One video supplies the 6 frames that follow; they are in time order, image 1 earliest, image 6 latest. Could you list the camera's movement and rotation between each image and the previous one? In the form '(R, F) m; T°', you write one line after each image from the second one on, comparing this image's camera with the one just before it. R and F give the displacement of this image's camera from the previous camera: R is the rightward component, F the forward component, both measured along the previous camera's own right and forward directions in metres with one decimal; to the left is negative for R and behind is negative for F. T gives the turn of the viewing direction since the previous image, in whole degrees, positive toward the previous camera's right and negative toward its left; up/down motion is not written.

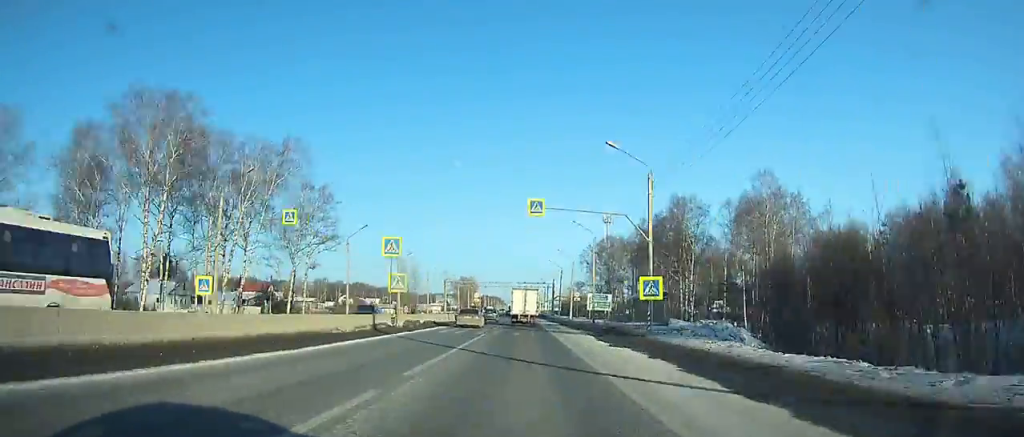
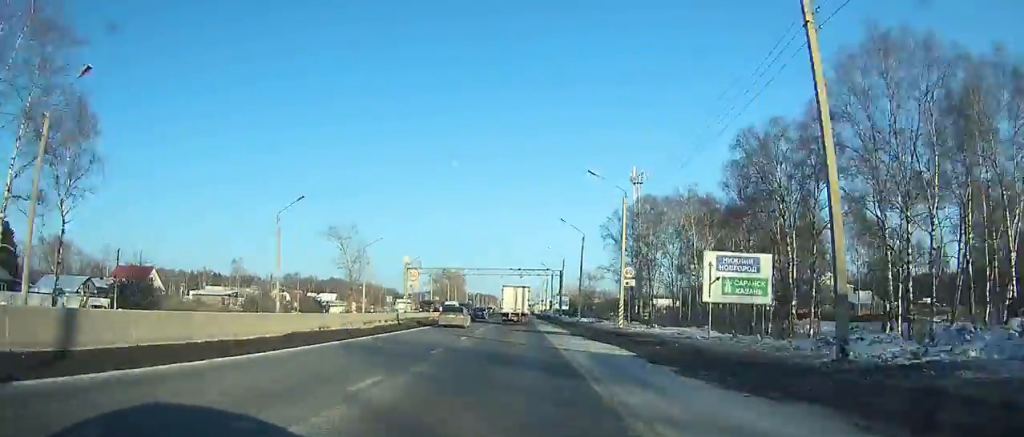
(-0.3, +51.1) m; 0°
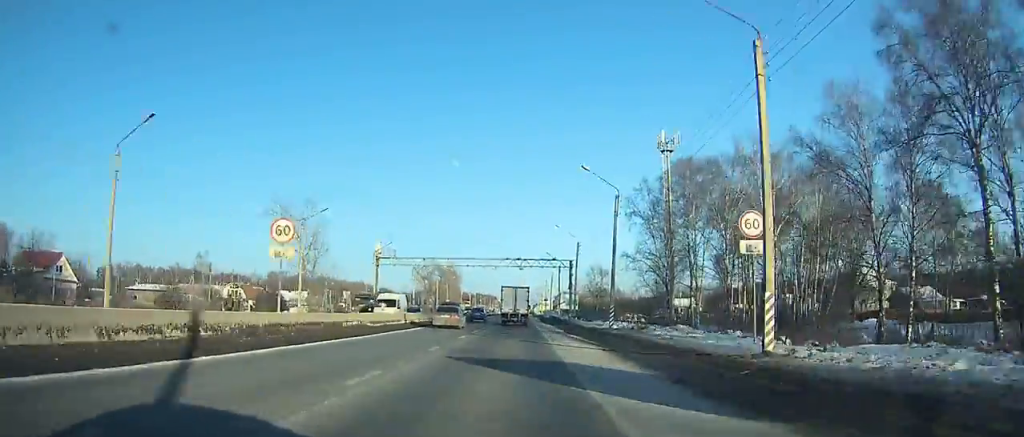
(0.0, +25.1) m; 0°
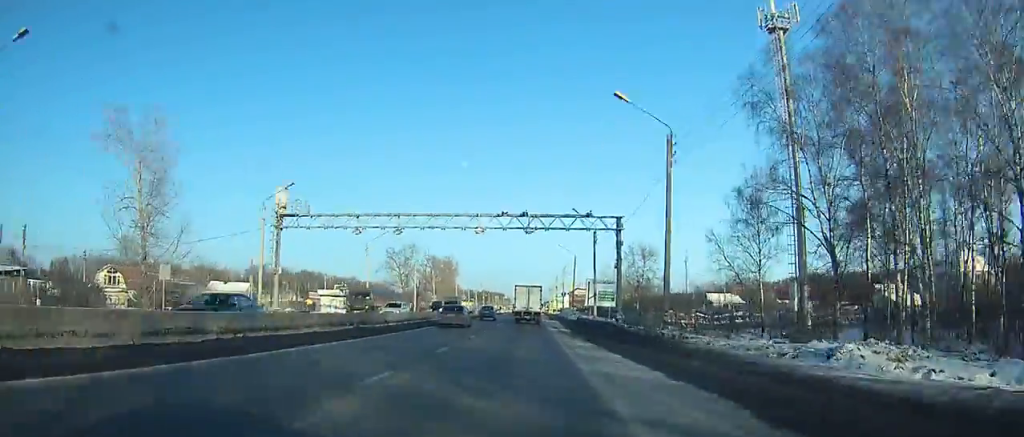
(-0.1, +43.8) m; 0°
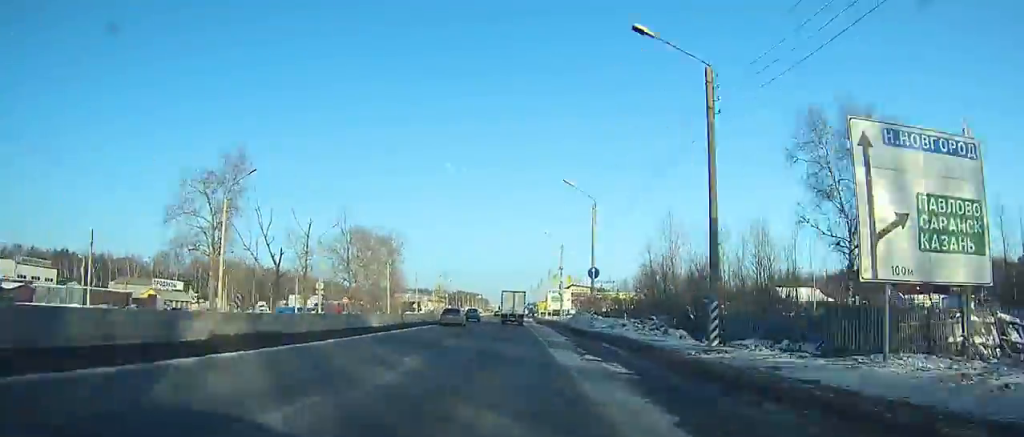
(0.0, +70.7) m; 0°
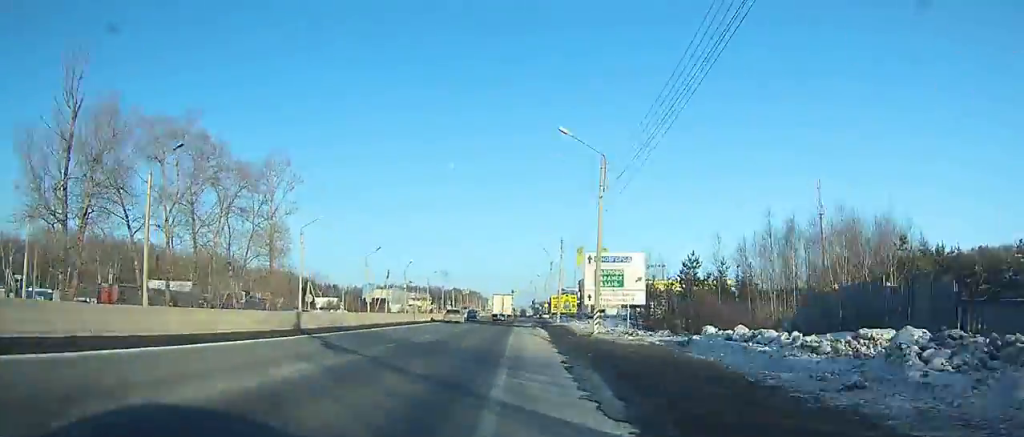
(+0.4, +65.9) m; 0°
